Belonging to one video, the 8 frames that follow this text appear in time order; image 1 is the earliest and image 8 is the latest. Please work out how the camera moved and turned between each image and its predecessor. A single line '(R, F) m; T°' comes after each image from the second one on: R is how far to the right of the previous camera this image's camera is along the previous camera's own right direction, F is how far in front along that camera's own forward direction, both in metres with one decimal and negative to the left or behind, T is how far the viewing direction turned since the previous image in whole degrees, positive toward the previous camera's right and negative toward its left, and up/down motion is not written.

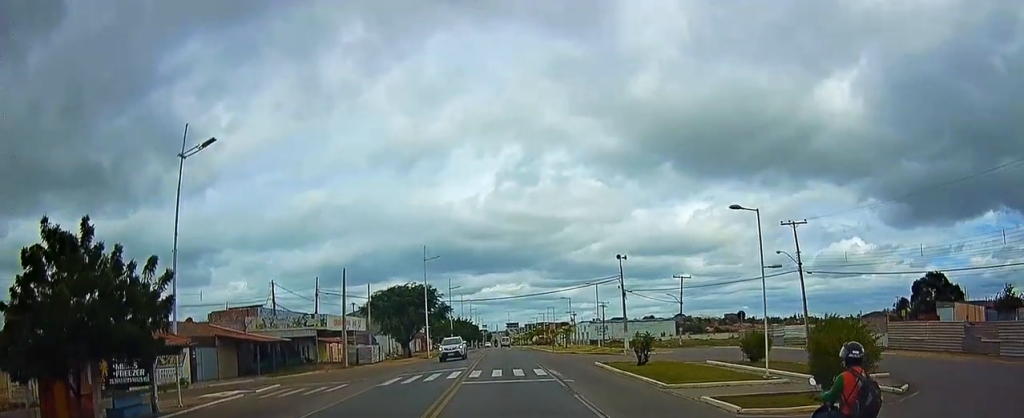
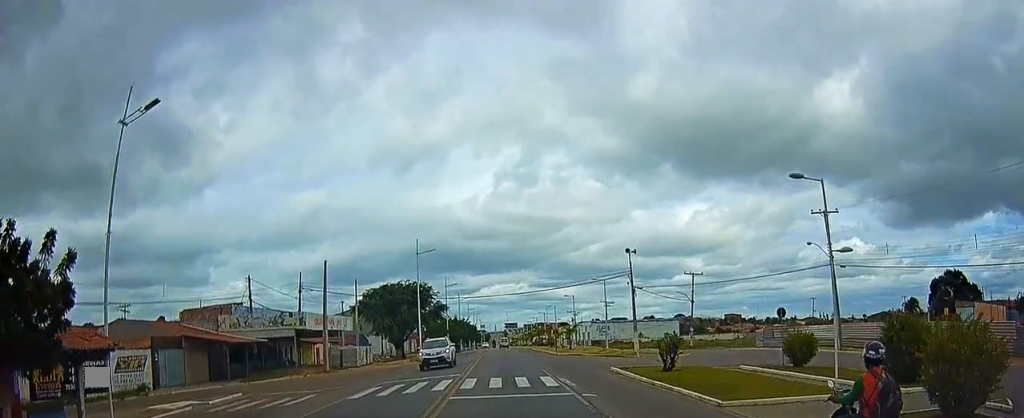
(0.0, +4.1) m; 0°
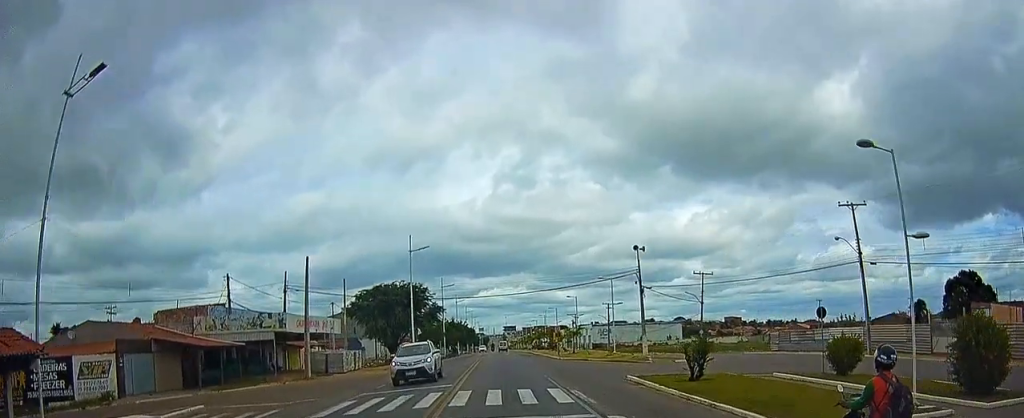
(+0.1, +3.4) m; -1°
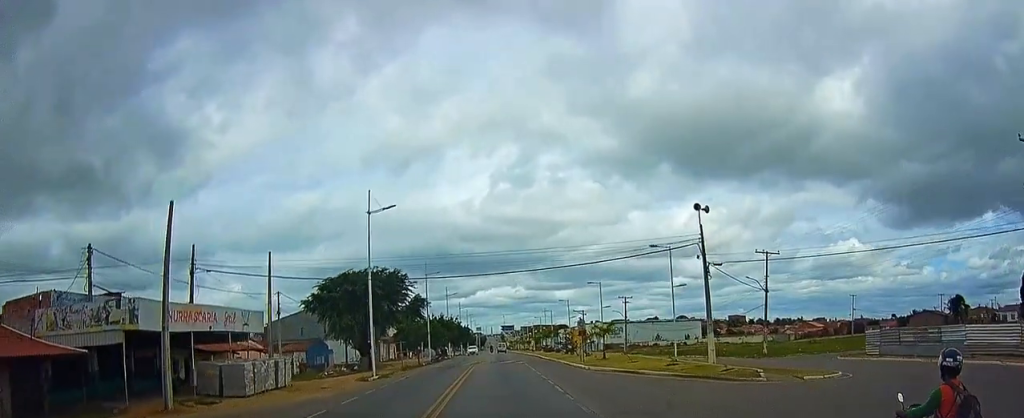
(-0.6, +16.1) m; -1°
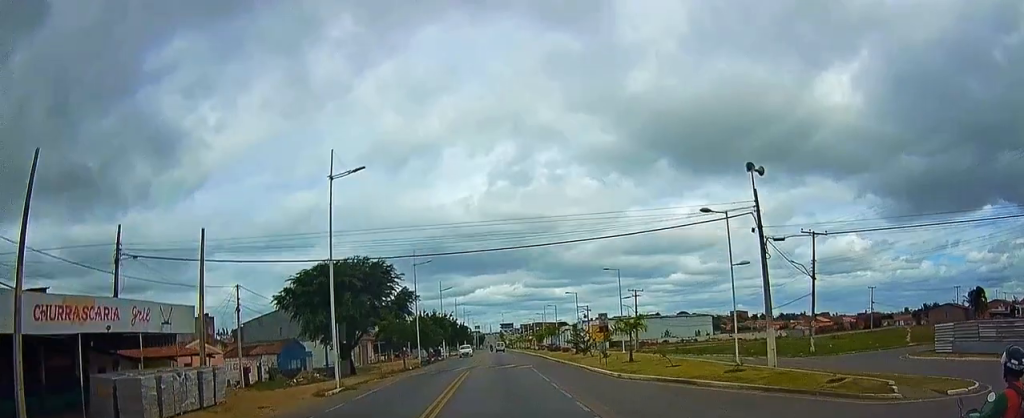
(+0.1, +8.1) m; +3°
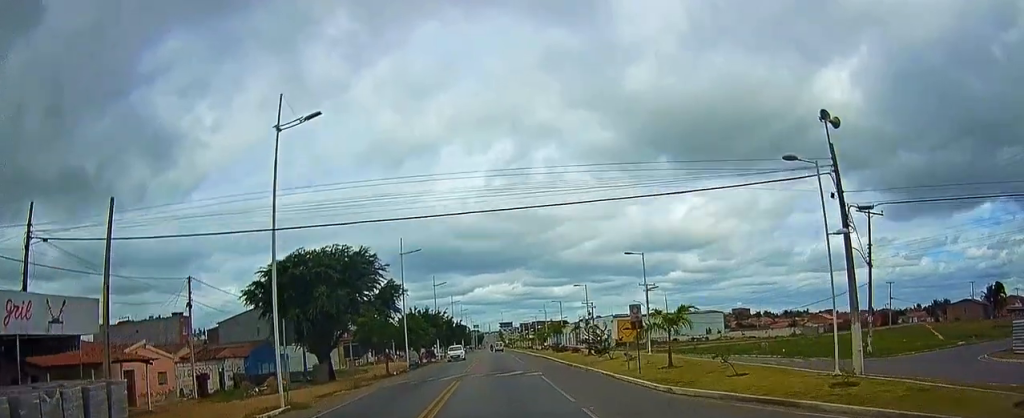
(+0.2, +7.2) m; 0°
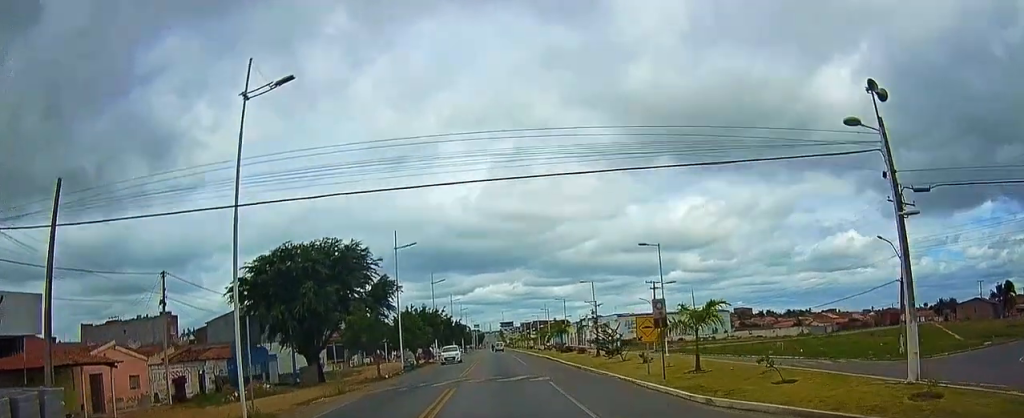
(+0.2, +3.4) m; 0°
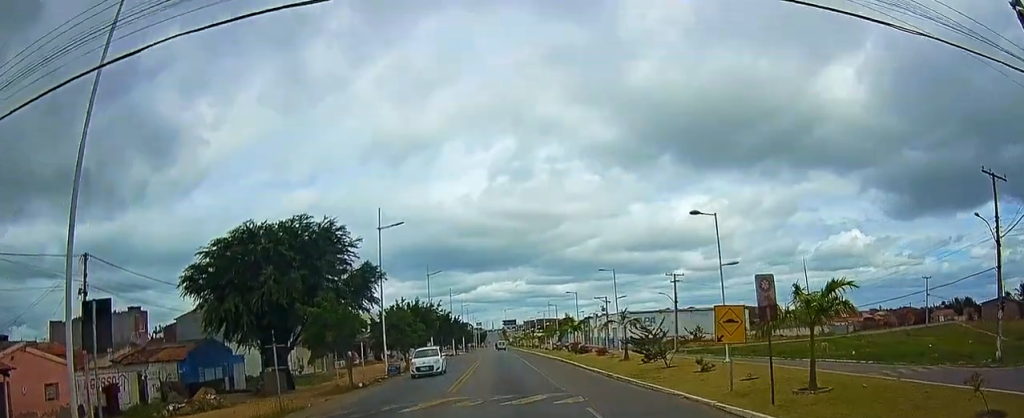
(-0.5, +8.9) m; -2°
